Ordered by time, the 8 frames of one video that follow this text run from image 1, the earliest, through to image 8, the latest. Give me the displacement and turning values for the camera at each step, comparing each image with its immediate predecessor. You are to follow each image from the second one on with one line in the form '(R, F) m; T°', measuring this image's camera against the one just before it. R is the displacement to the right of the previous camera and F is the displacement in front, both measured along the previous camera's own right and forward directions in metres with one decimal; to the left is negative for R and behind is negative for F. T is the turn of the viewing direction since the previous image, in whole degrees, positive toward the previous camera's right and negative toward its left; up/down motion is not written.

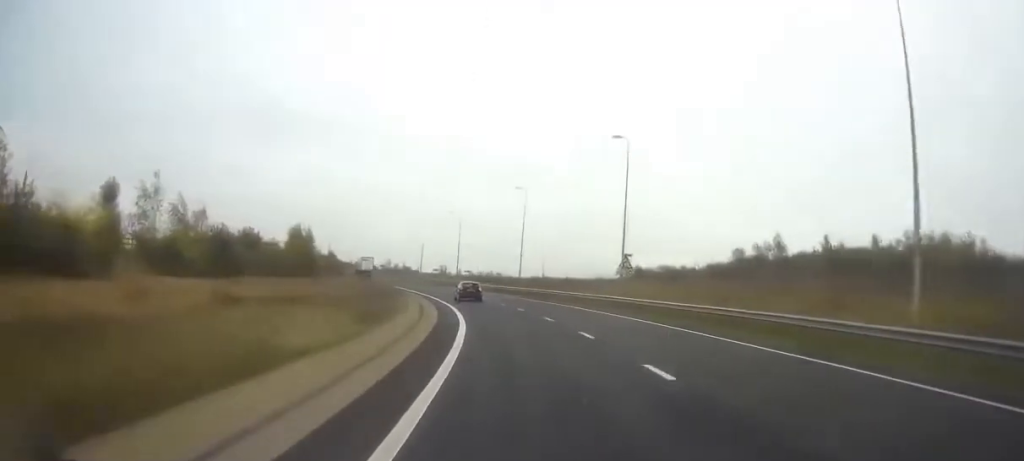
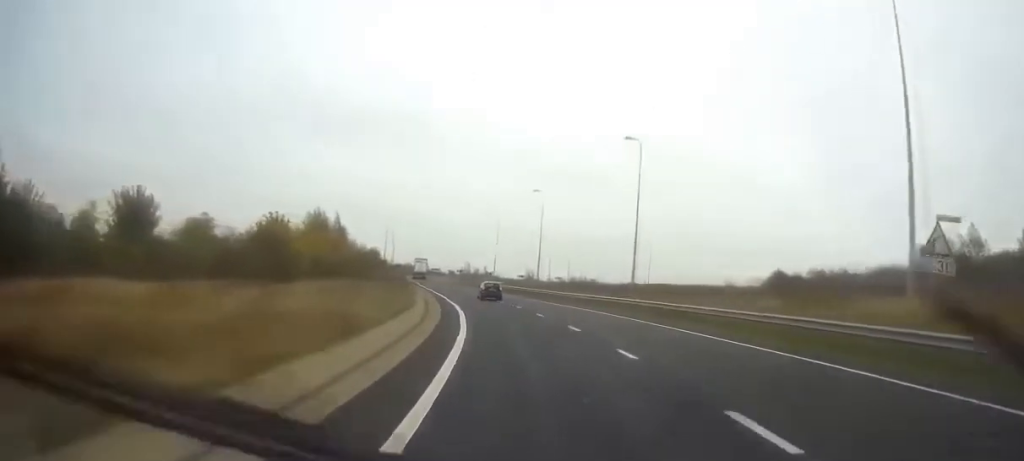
(-1.8, +31.8) m; -7°
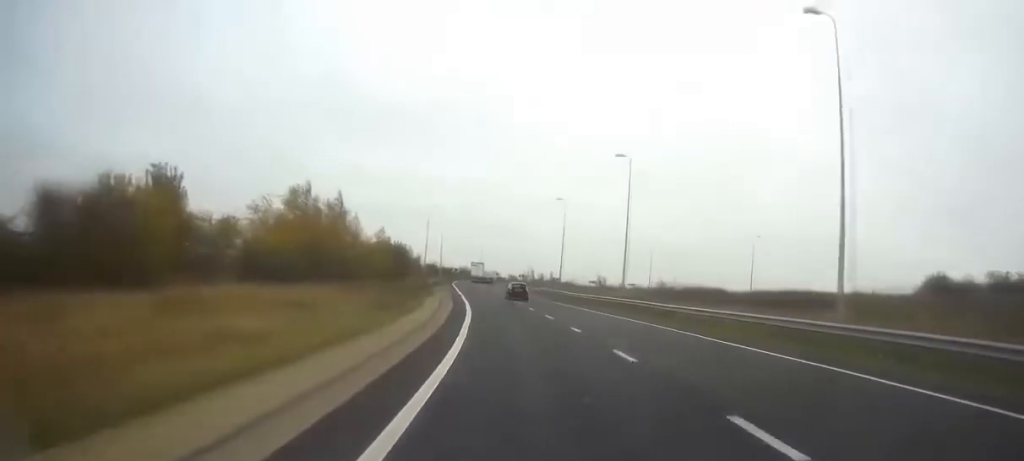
(-1.2, +26.6) m; -5°
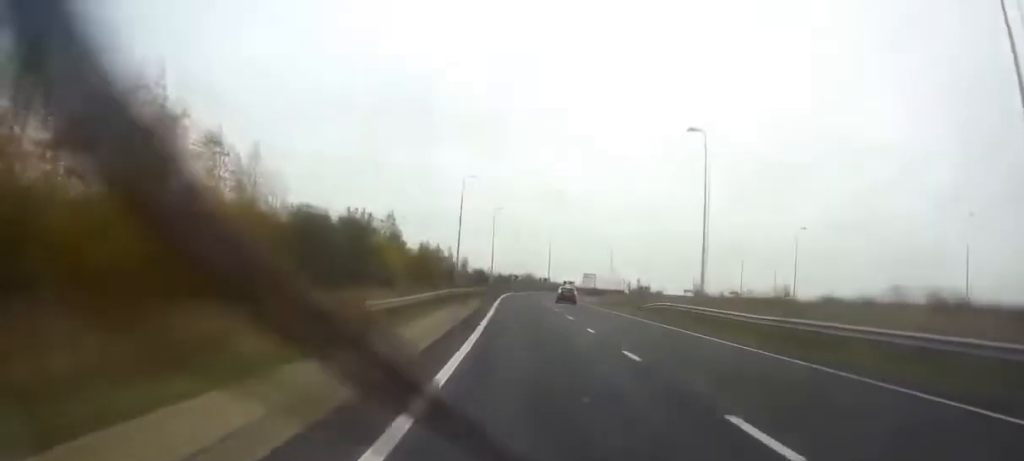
(-2.1, +43.4) m; -5°
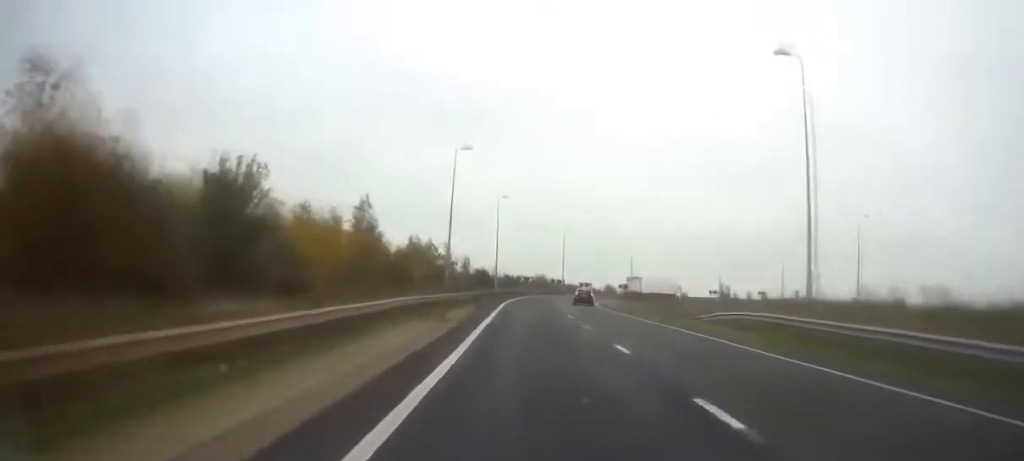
(-0.2, +16.3) m; 0°
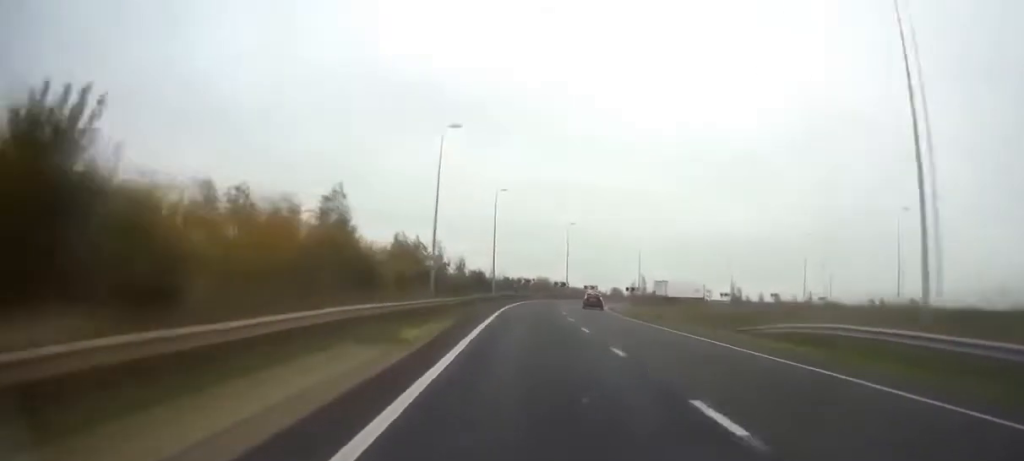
(0.0, +9.3) m; 0°
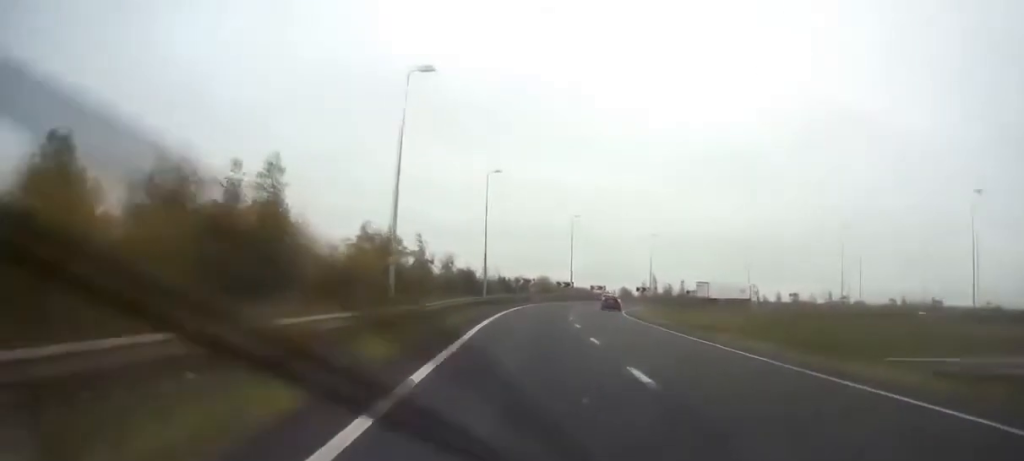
(0.0, +13.7) m; 0°
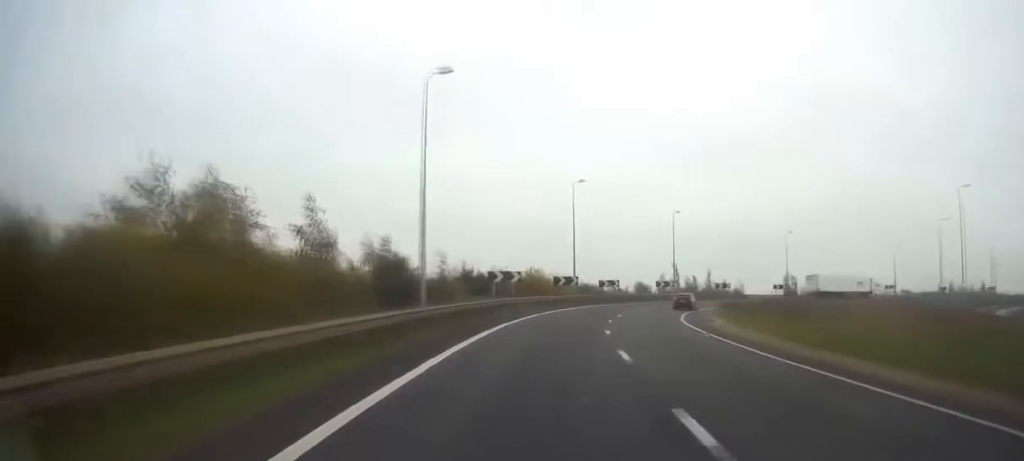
(+0.4, +31.2) m; +3°
